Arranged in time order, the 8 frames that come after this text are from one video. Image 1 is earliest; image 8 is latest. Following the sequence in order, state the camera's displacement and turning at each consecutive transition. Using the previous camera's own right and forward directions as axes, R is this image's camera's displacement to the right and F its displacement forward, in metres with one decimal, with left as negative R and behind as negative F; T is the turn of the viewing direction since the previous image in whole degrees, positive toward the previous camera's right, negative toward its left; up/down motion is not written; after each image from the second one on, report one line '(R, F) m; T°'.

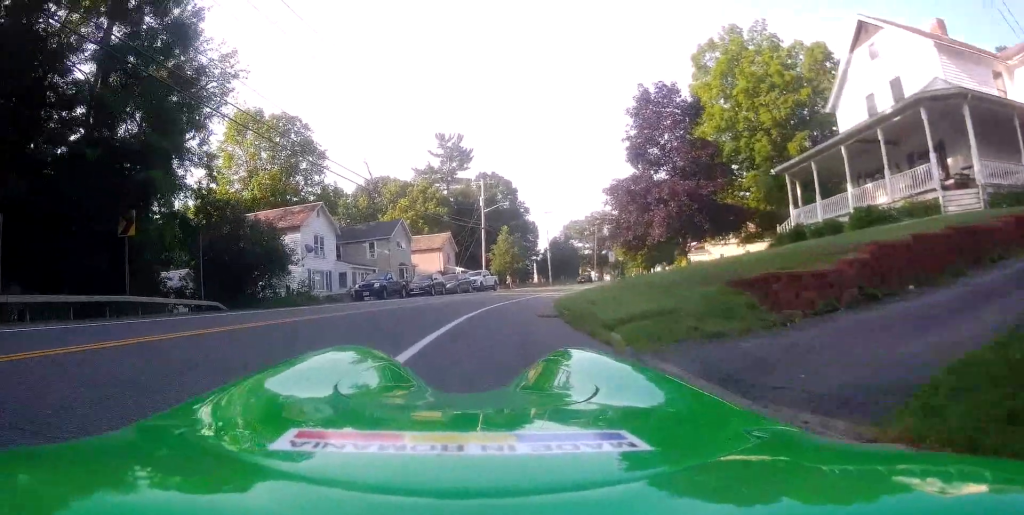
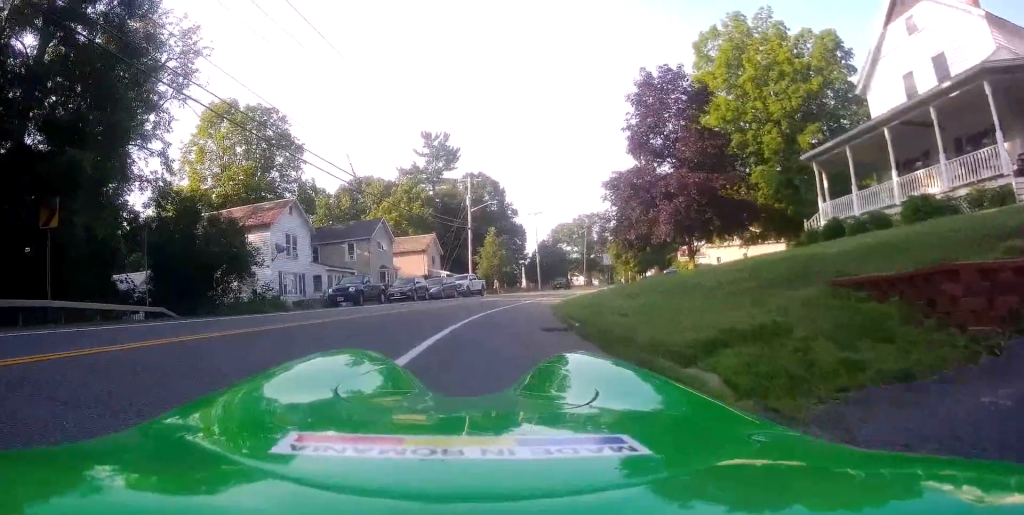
(+0.1, +3.4) m; +4°
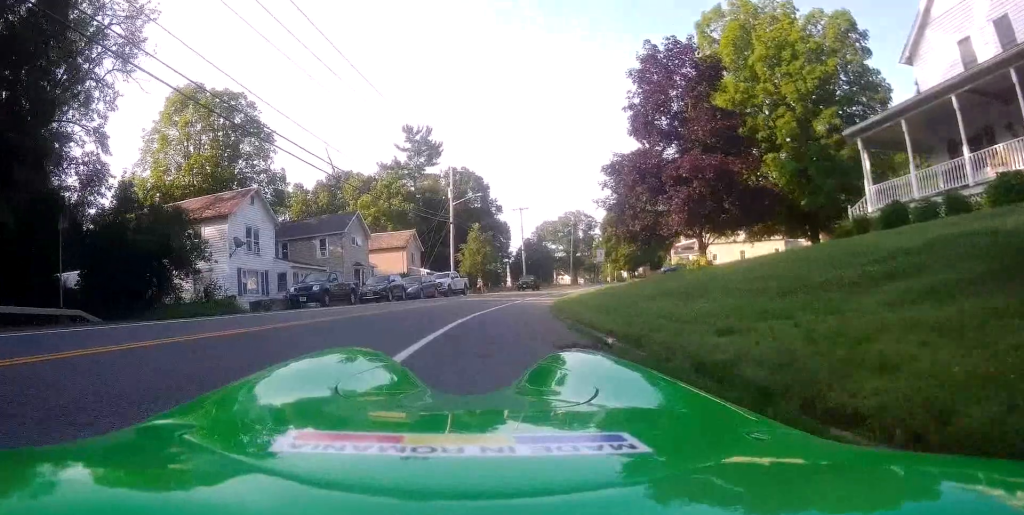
(+0.1, +3.9) m; +2°
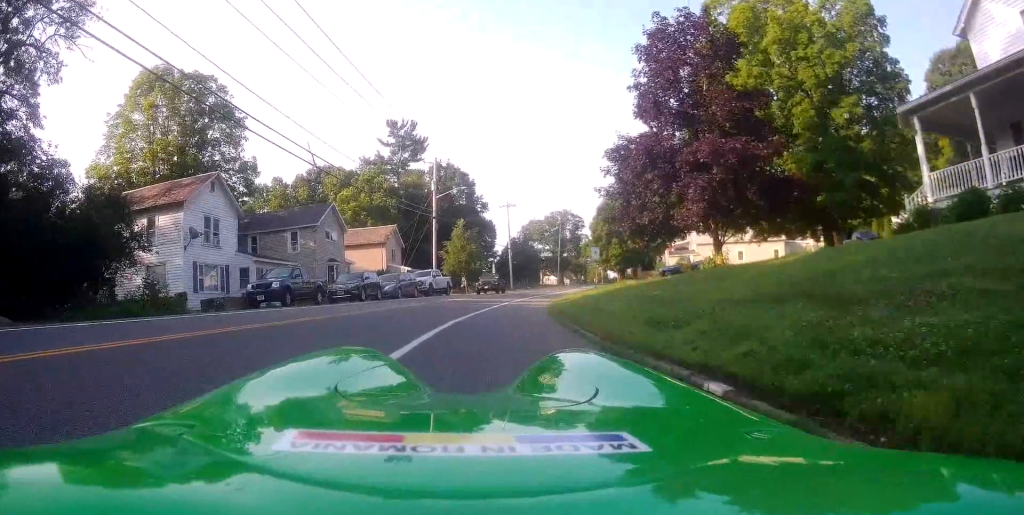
(+0.1, +3.7) m; 0°
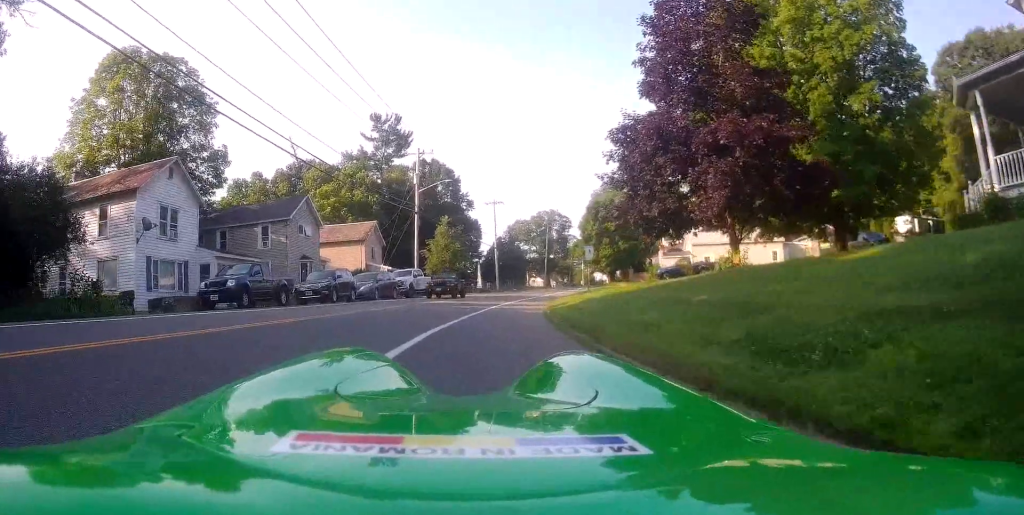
(-0.3, +3.3) m; 0°
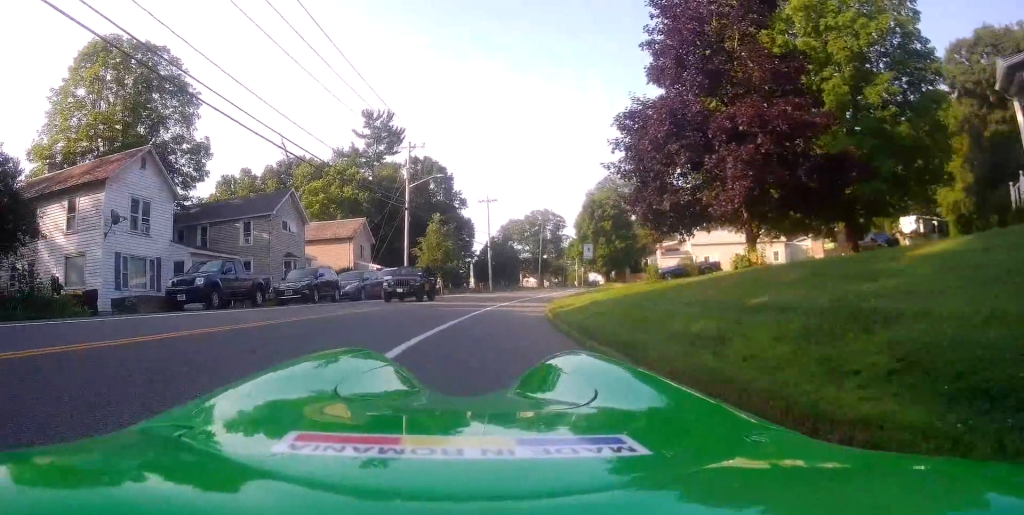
(+0.2, +2.0) m; +5°
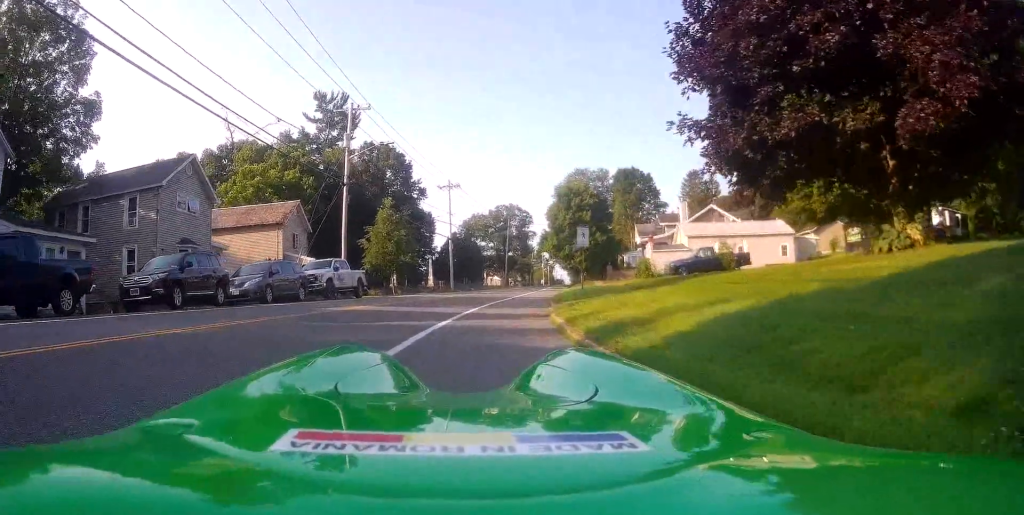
(+0.8, +10.0) m; +5°
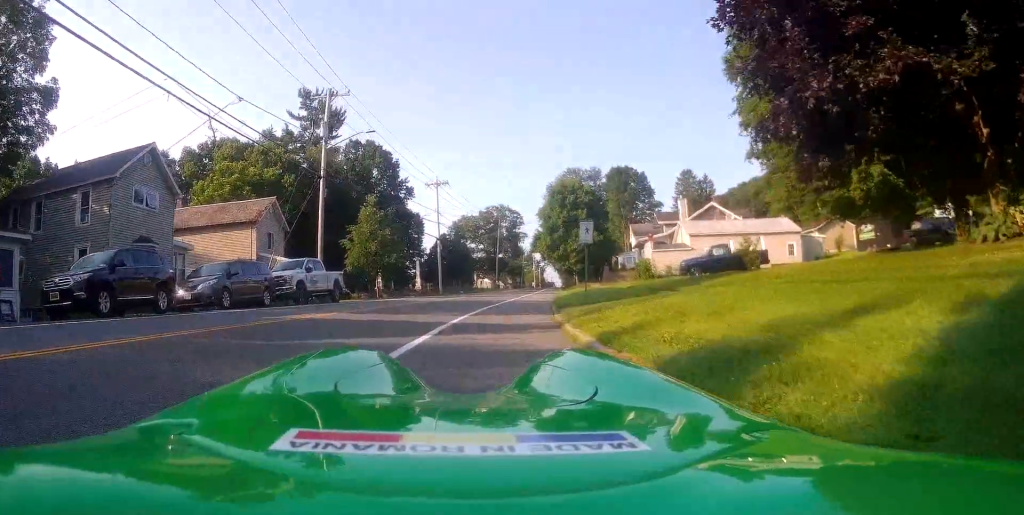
(+0.1, +3.4) m; +3°
